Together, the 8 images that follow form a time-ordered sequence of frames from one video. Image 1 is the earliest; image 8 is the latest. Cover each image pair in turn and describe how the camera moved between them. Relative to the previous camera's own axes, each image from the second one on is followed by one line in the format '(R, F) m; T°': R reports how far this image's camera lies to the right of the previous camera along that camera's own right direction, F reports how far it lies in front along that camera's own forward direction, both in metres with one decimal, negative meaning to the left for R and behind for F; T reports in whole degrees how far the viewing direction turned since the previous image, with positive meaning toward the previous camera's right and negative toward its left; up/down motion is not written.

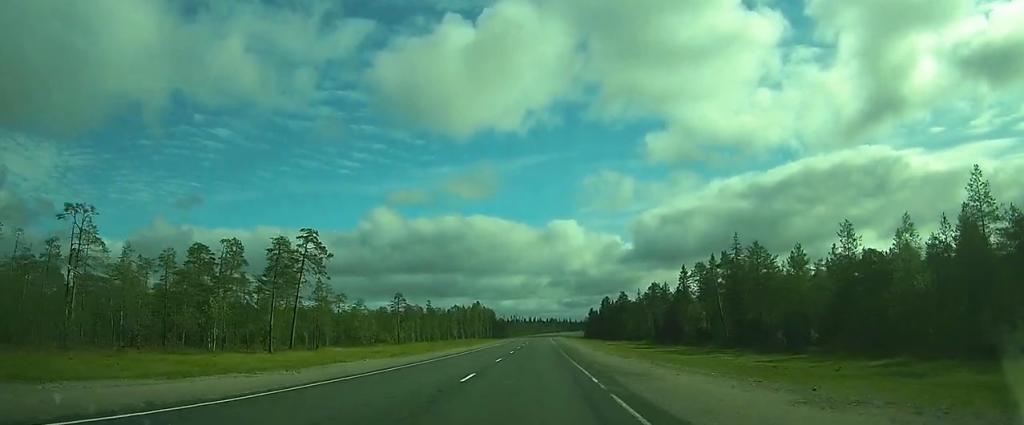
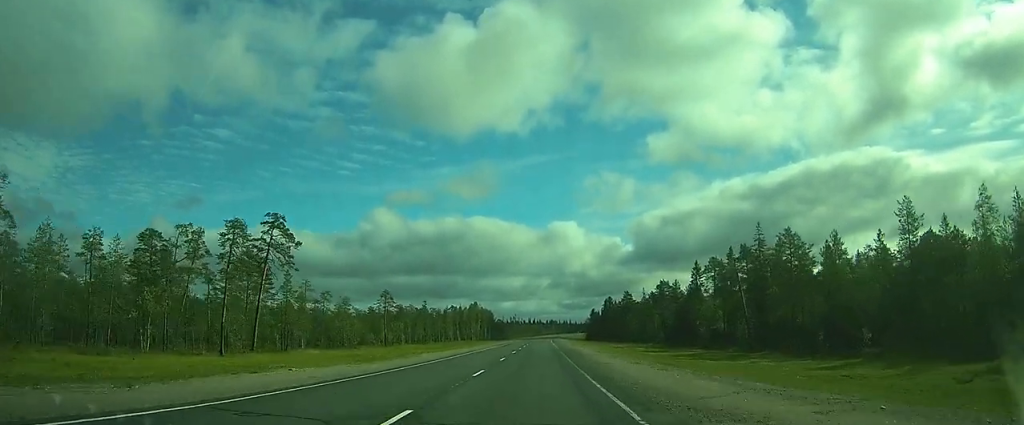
(0.0, +8.8) m; 0°
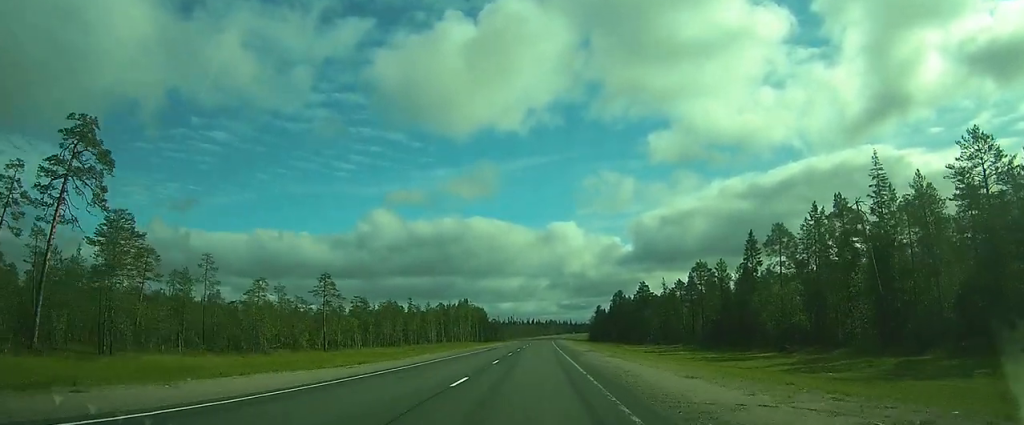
(+0.1, +27.3) m; 0°
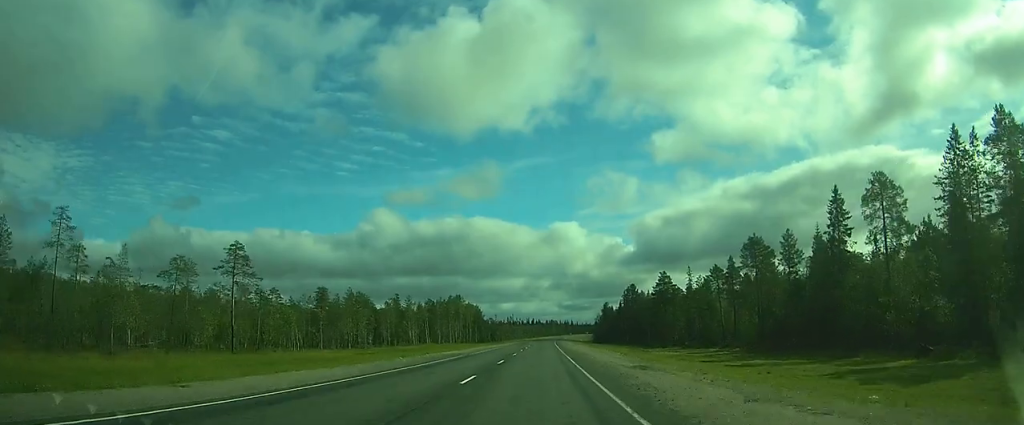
(+0.1, +22.4) m; +1°
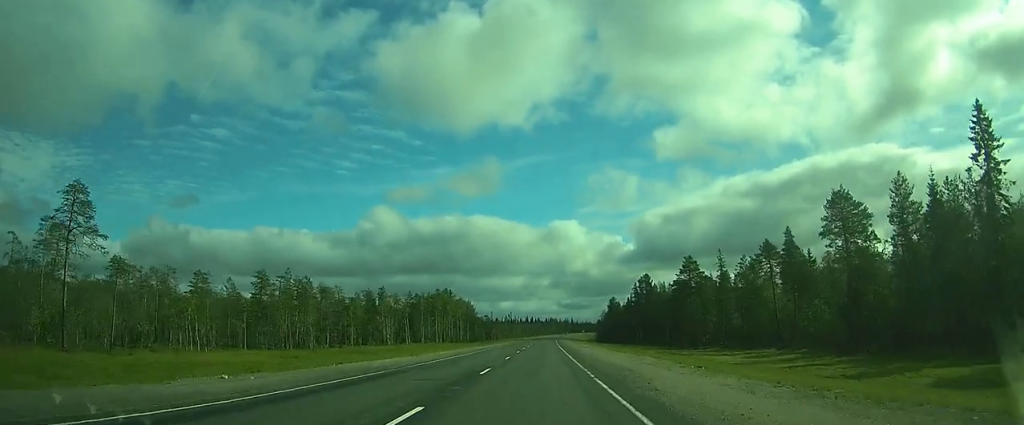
(+0.4, +20.3) m; +1°
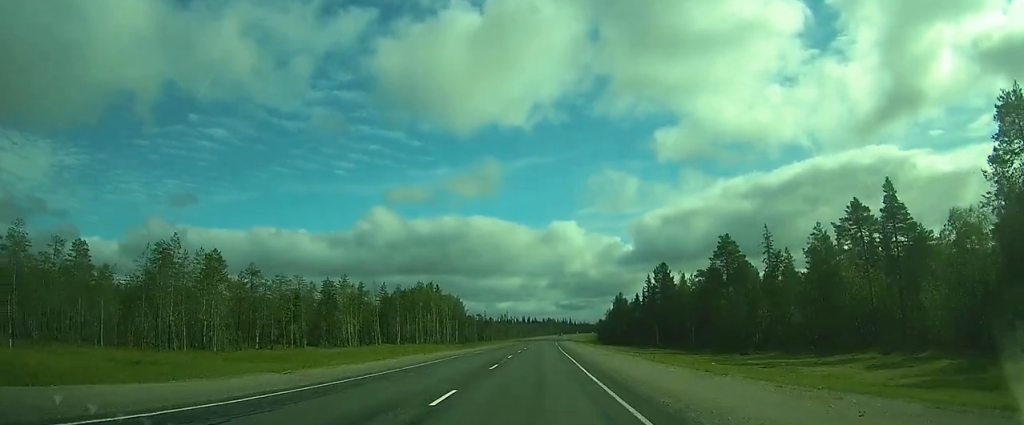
(-0.1, +20.4) m; 0°
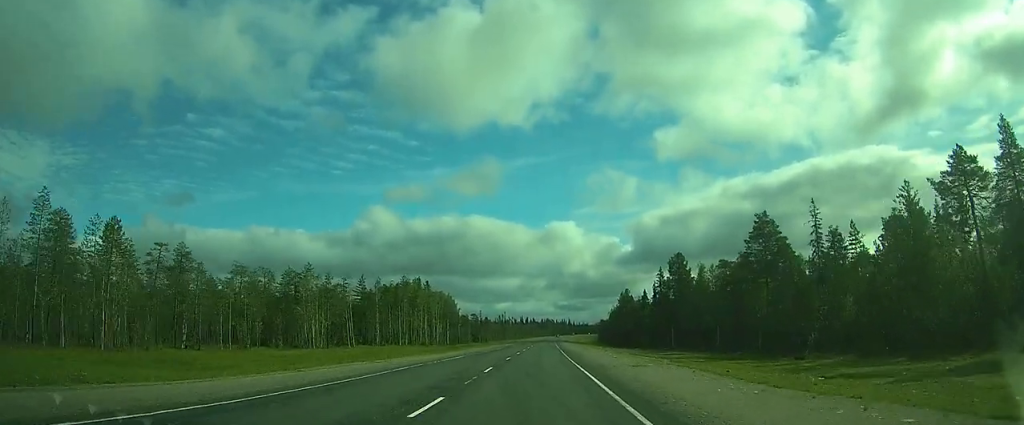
(+0.1, +13.7) m; 0°
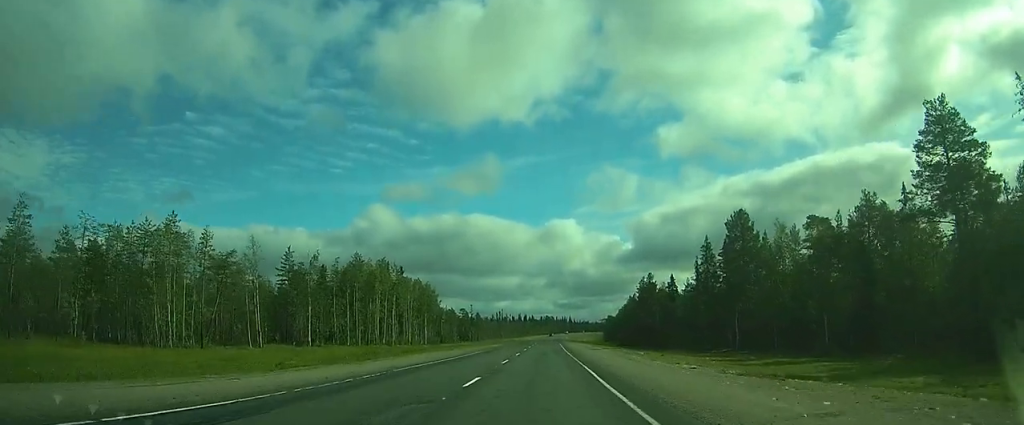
(-0.1, +30.5) m; 0°
